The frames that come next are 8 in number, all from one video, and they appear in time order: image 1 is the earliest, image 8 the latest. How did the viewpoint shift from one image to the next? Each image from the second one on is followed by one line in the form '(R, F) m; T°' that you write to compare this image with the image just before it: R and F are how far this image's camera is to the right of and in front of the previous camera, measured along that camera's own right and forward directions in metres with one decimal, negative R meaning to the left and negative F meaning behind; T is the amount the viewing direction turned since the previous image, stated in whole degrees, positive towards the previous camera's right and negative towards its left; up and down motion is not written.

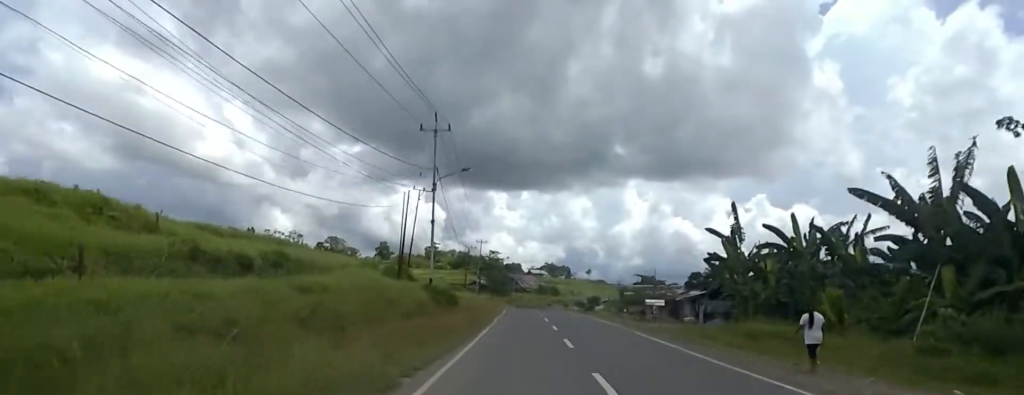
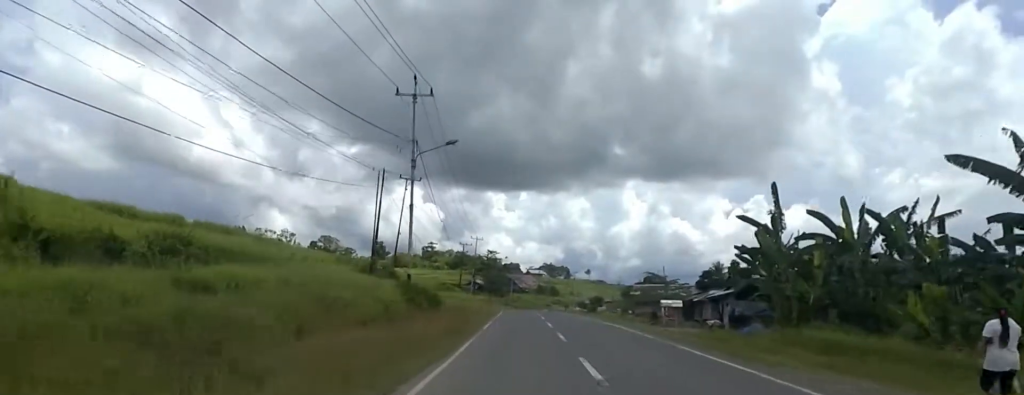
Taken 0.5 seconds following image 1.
(+0.3, +5.7) m; +2°
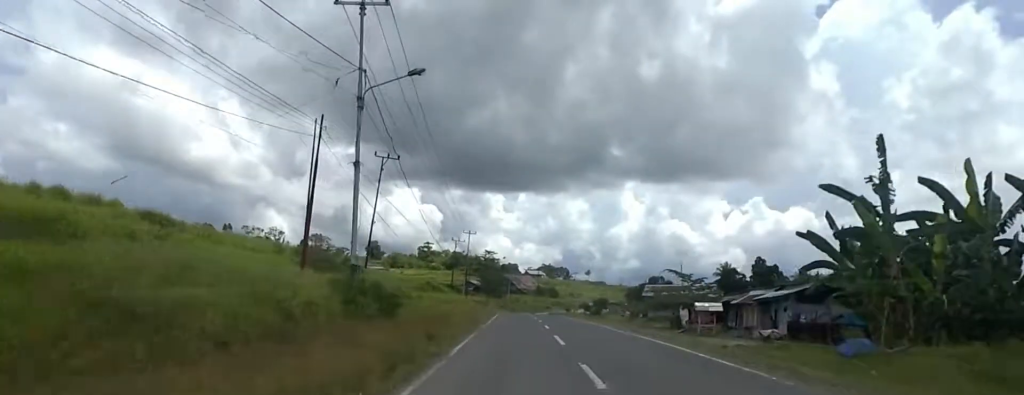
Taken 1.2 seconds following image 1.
(+0.7, +8.6) m; +5°
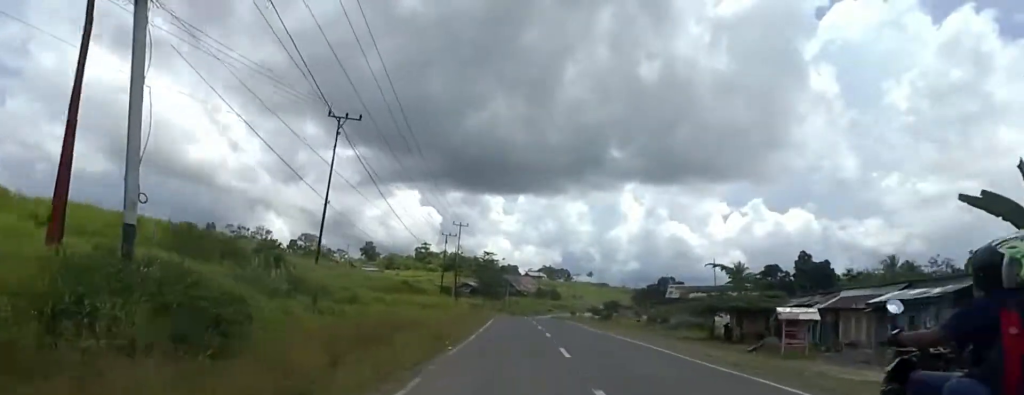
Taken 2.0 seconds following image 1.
(0.0, +10.7) m; -6°
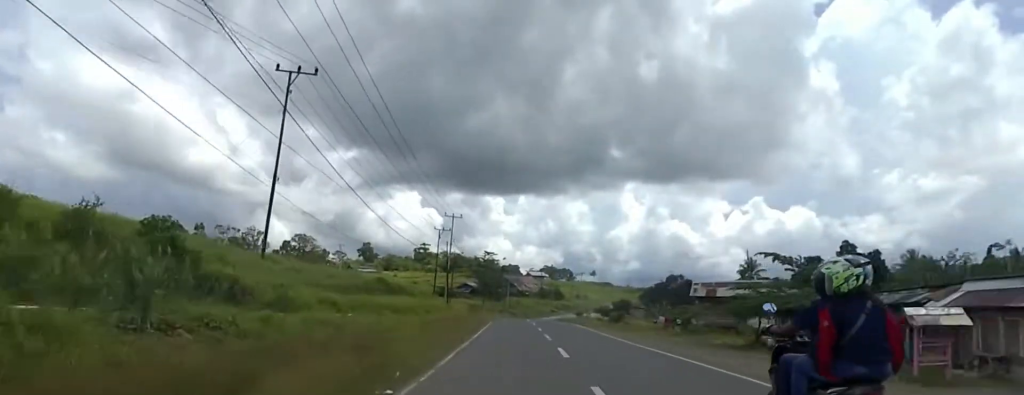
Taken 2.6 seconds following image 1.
(-0.7, +7.3) m; -2°
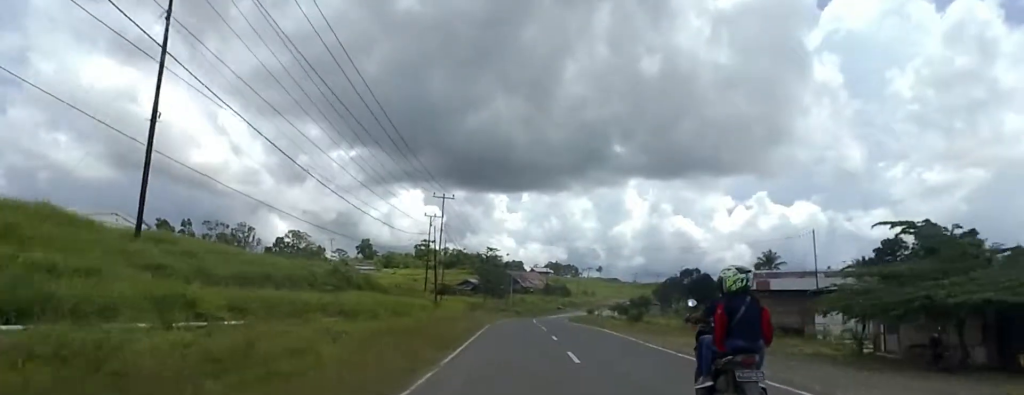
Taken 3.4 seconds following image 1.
(-0.4, +9.3) m; 0°
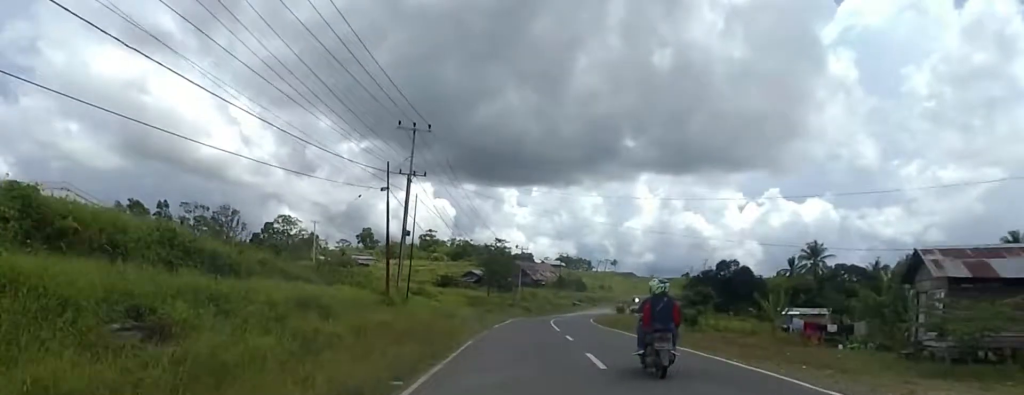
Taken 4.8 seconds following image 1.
(+0.3, +17.5) m; +2°
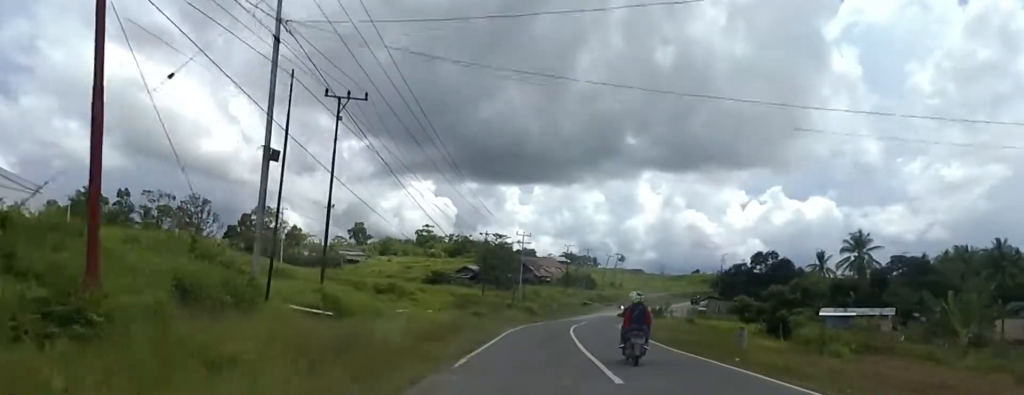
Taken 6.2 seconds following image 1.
(+0.7, +16.7) m; -1°
